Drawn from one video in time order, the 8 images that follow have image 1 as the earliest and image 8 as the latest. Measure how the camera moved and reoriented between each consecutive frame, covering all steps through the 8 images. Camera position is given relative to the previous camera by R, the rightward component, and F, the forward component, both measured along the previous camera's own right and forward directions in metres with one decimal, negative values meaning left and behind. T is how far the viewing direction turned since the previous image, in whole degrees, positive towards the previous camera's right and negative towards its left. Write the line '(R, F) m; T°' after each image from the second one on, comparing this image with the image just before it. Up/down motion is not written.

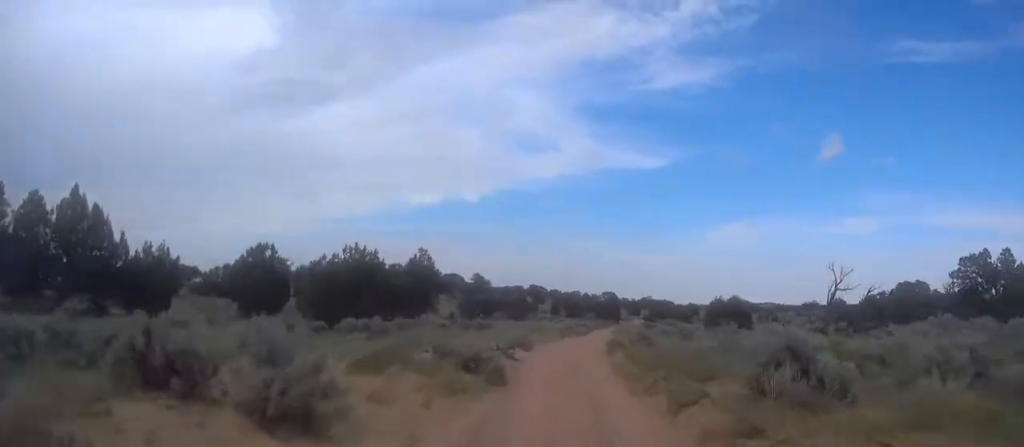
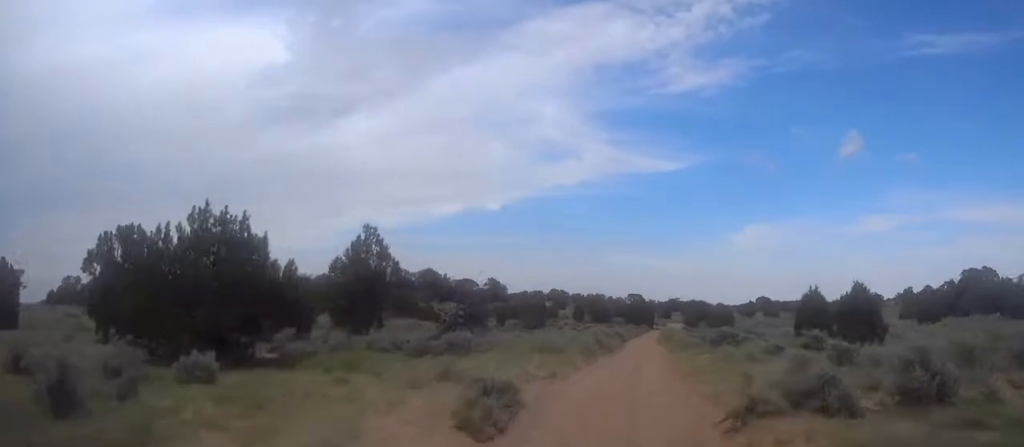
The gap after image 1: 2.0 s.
(-0.5, +17.7) m; 0°
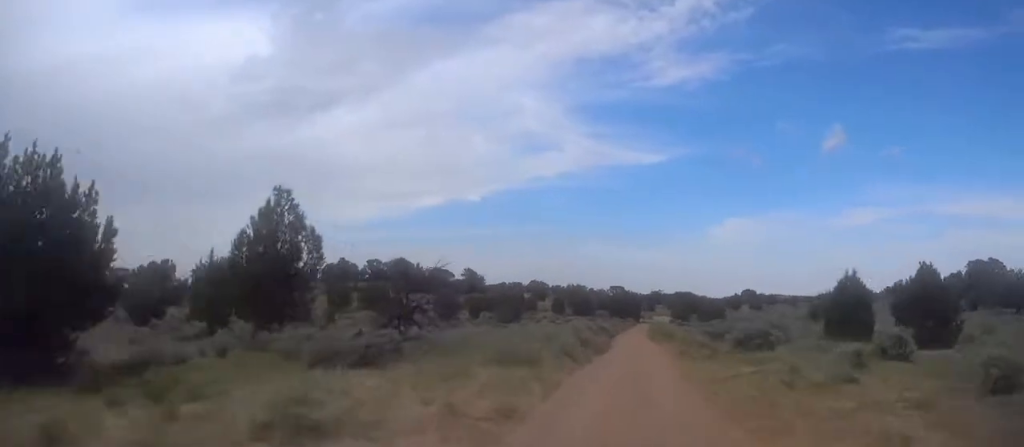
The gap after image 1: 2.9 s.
(+0.2, +8.1) m; +1°
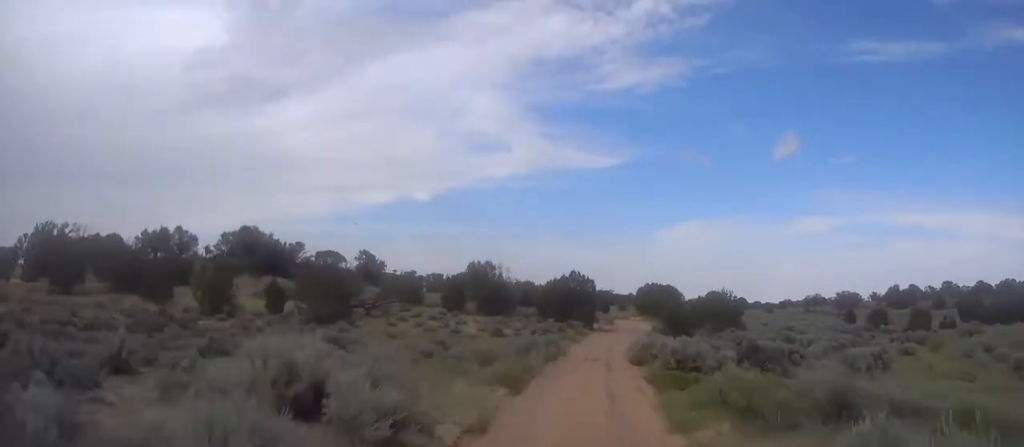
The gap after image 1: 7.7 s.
(+1.9, +46.6) m; +5°
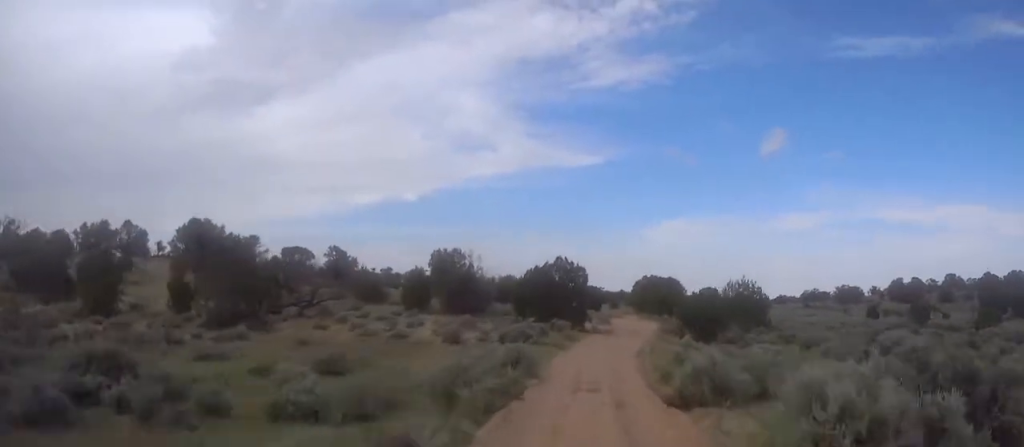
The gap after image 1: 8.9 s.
(-0.1, +11.7) m; 0°
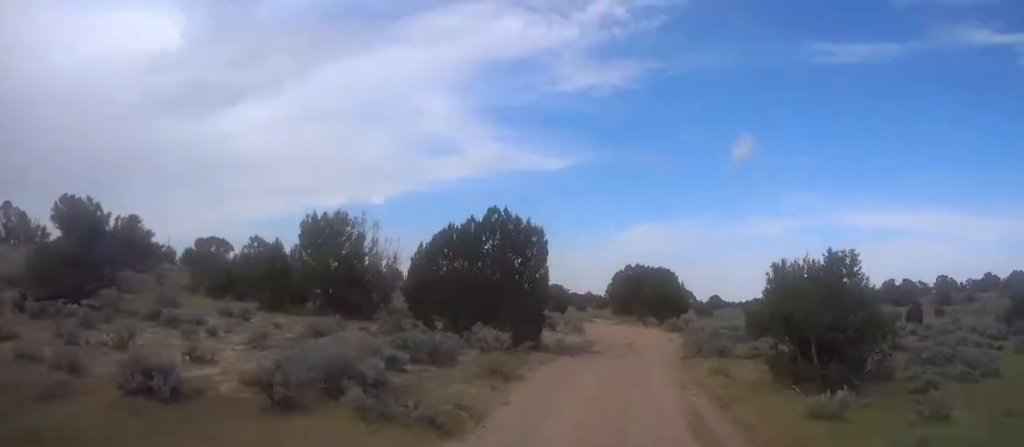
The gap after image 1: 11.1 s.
(+0.2, +21.0) m; +1°
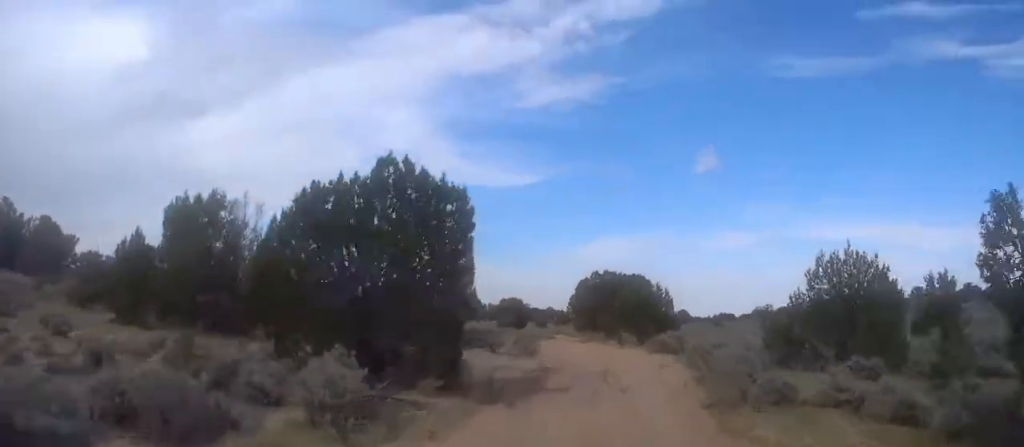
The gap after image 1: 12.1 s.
(+0.1, +9.2) m; +1°
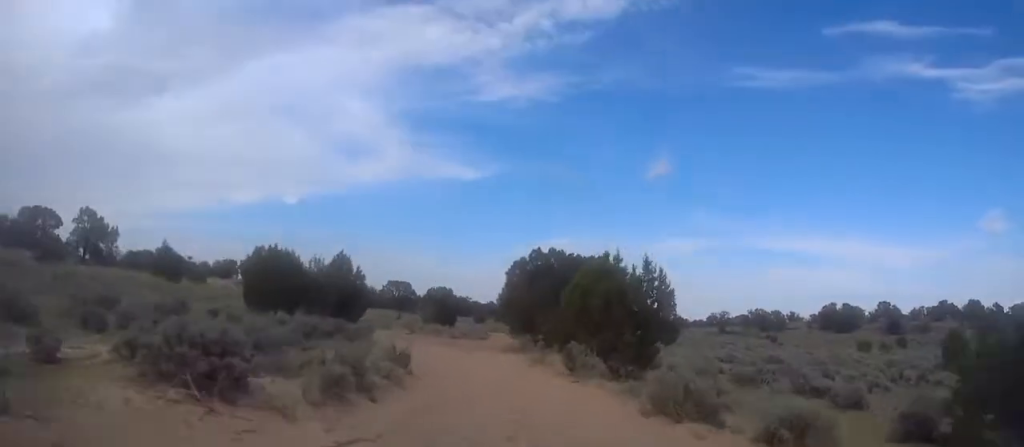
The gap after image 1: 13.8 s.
(+0.2, +15.3) m; 0°
